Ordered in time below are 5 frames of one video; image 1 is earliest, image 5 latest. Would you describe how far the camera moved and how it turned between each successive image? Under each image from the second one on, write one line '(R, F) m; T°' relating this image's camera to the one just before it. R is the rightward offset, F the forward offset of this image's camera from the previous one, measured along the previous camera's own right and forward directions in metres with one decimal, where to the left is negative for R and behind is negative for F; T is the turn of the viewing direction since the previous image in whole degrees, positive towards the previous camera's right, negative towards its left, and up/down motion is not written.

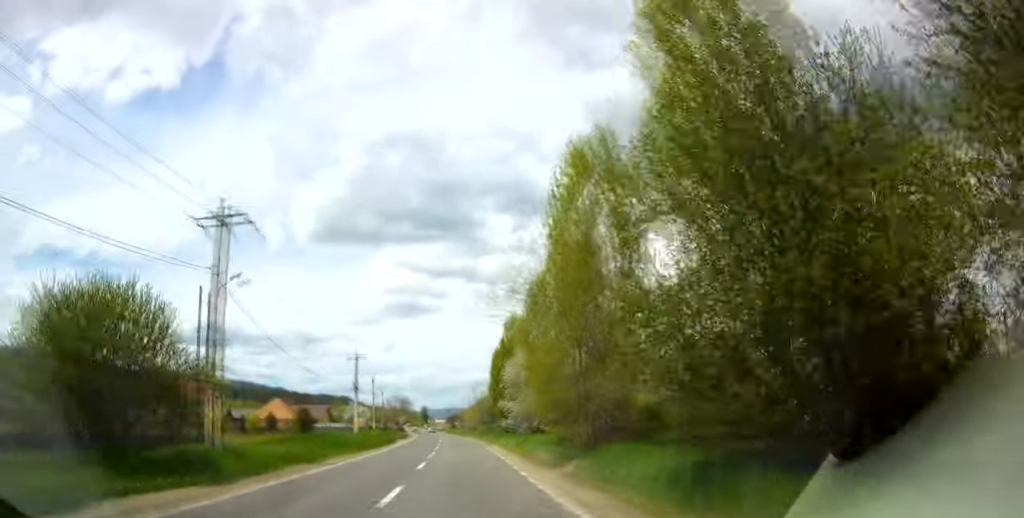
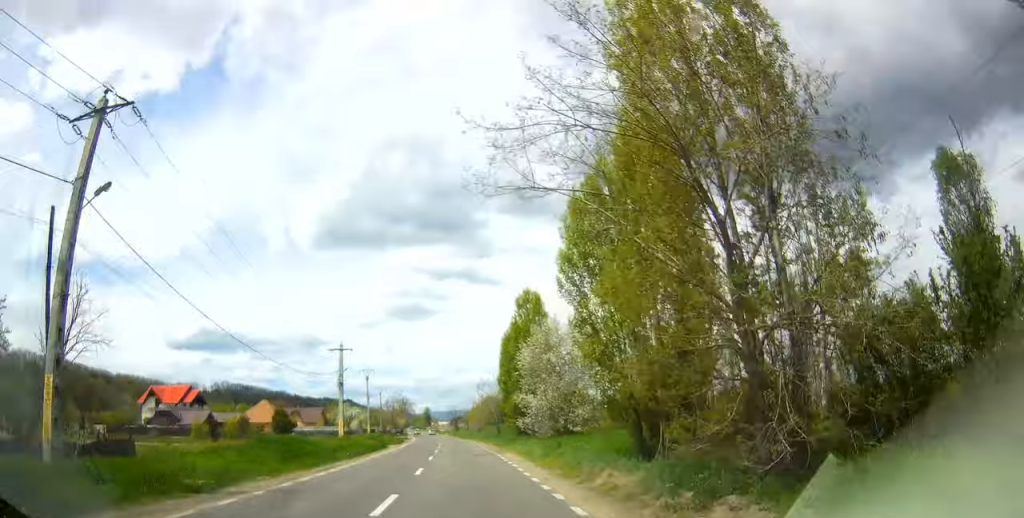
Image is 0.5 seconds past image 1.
(-0.1, +10.6) m; 0°
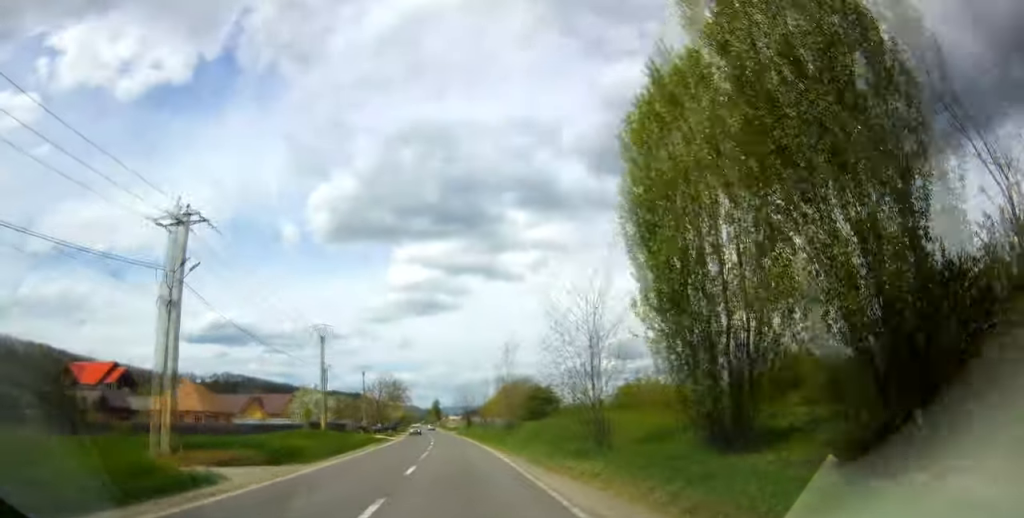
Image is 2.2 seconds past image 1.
(+0.3, +37.2) m; -1°
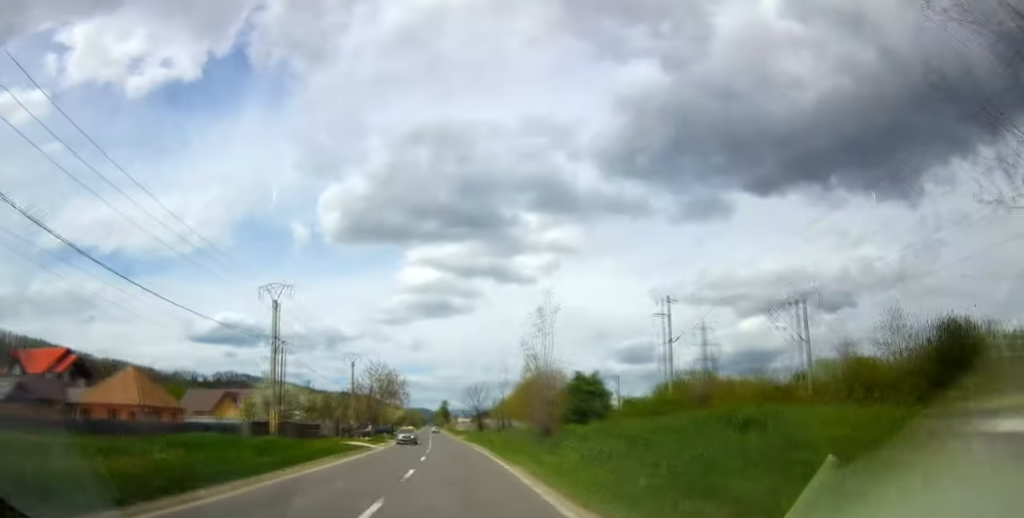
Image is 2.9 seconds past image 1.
(-0.5, +17.2) m; -2°
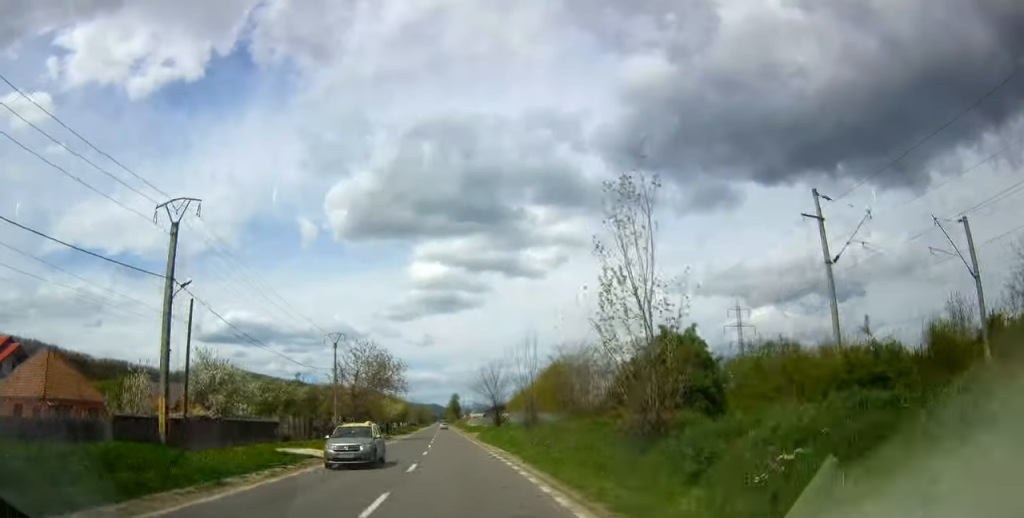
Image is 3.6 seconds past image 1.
(-0.2, +16.6) m; -1°
